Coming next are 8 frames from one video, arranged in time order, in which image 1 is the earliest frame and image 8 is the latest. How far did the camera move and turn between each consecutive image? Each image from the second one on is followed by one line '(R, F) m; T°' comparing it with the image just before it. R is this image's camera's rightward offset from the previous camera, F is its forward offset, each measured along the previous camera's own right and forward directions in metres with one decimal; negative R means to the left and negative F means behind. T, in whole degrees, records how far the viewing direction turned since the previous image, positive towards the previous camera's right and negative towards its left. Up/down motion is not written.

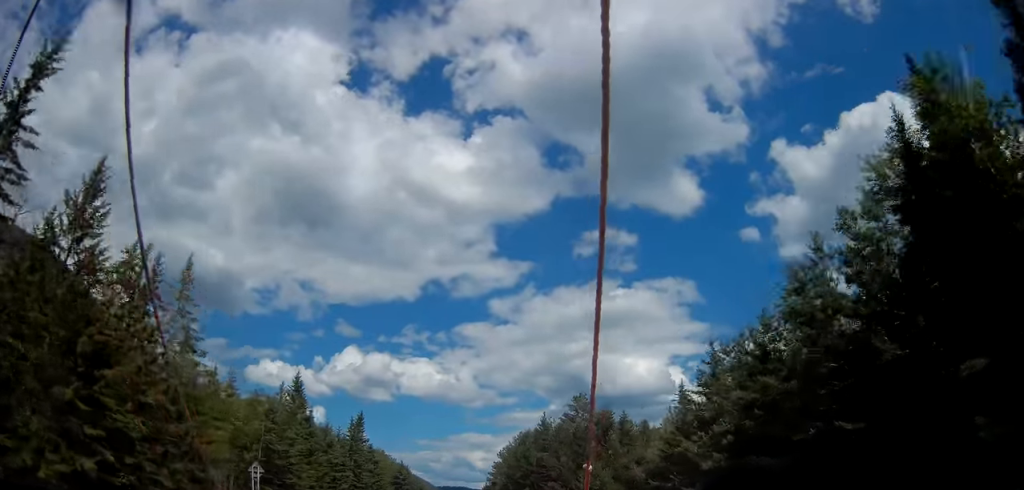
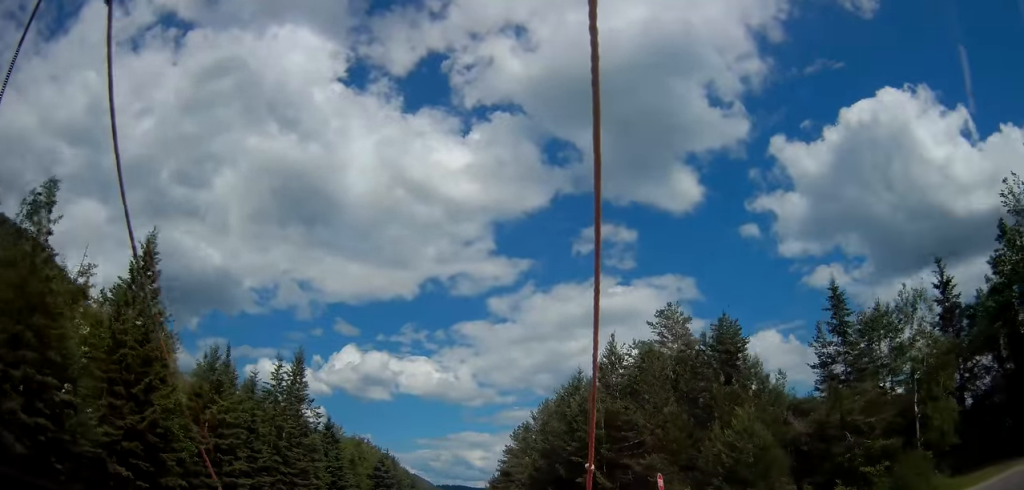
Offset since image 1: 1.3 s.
(+0.3, +34.3) m; 0°
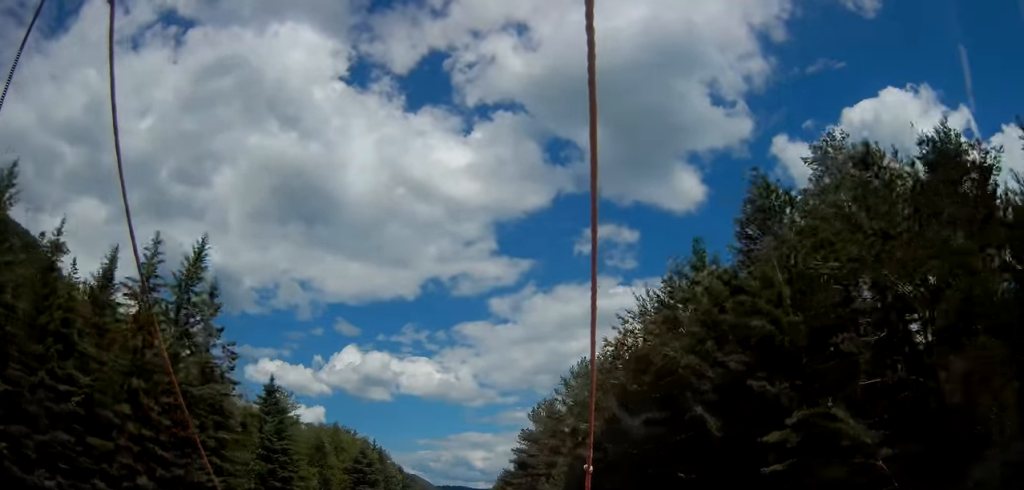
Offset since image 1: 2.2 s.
(0.0, +23.0) m; 0°
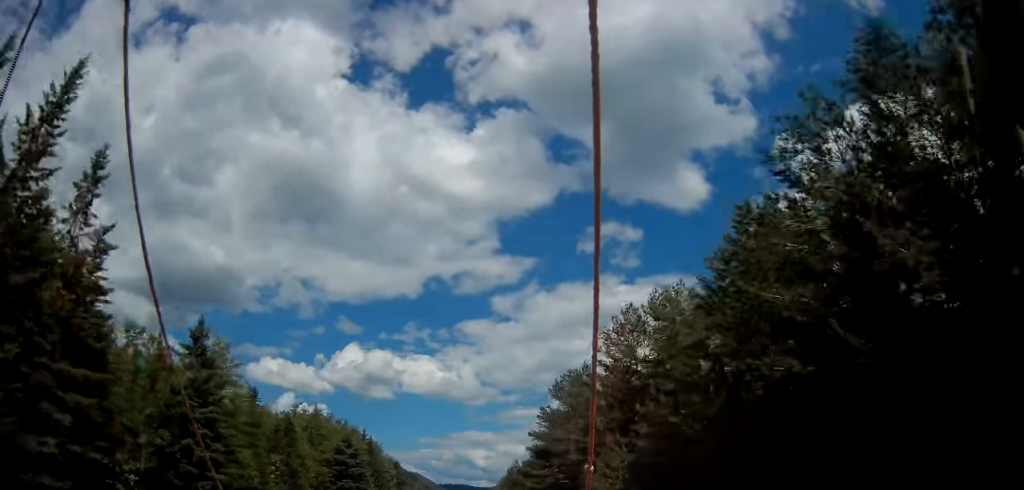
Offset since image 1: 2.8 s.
(0.0, +15.2) m; 0°
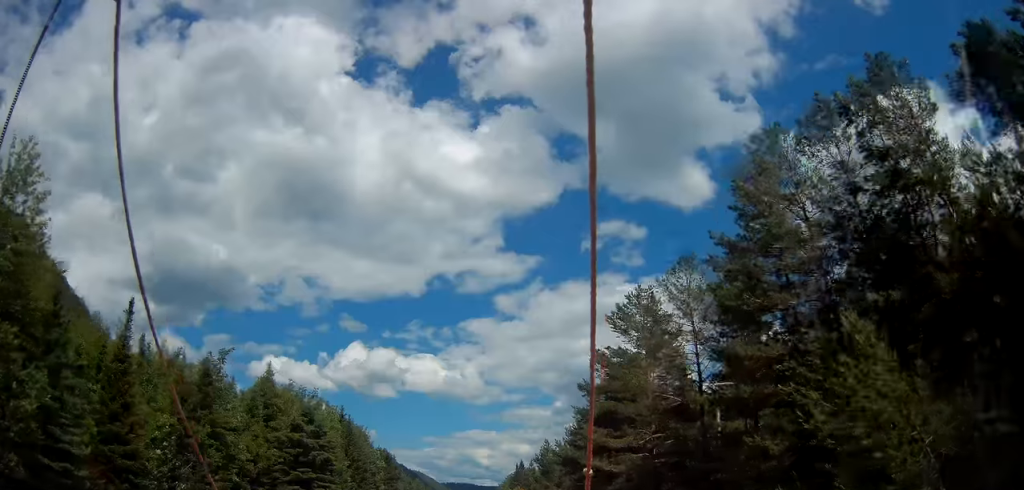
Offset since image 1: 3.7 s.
(0.0, +21.9) m; 0°
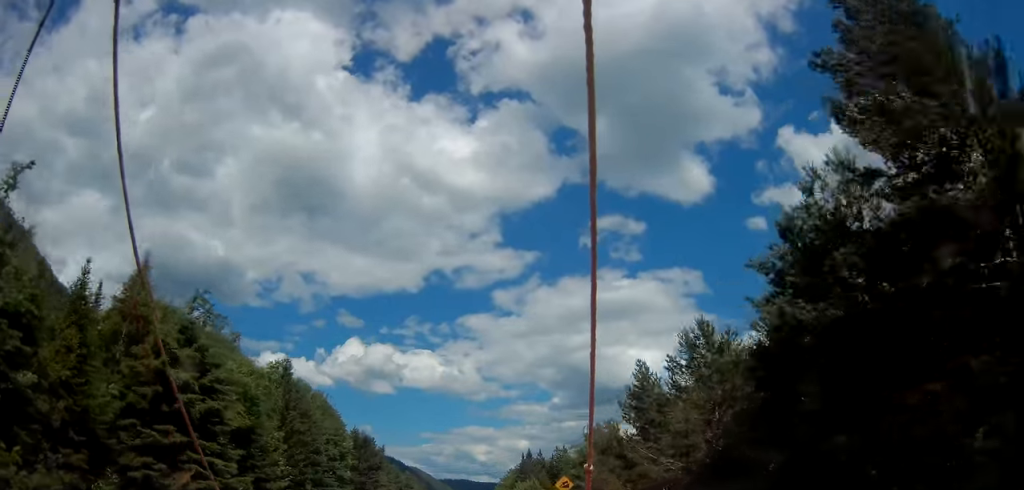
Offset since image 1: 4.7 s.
(-0.1, +26.1) m; -1°
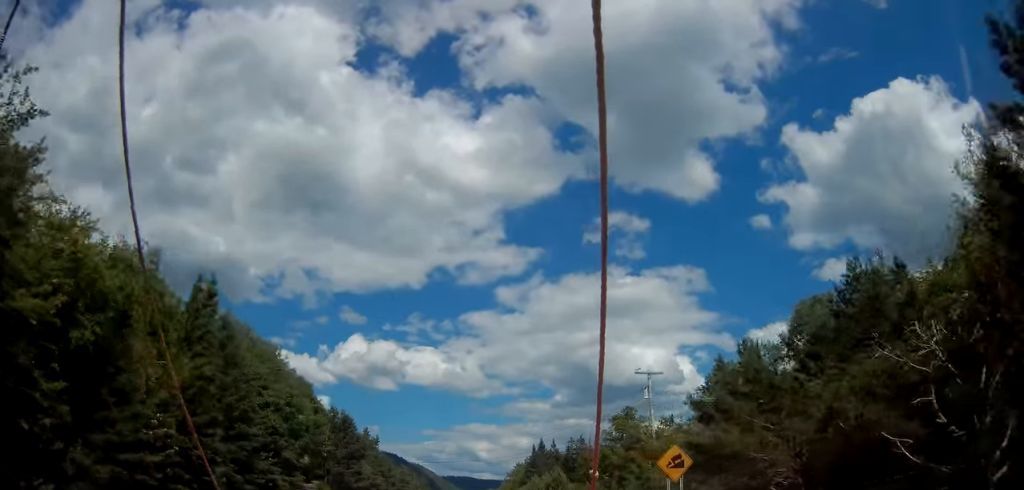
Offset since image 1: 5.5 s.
(-0.3, +19.4) m; 0°
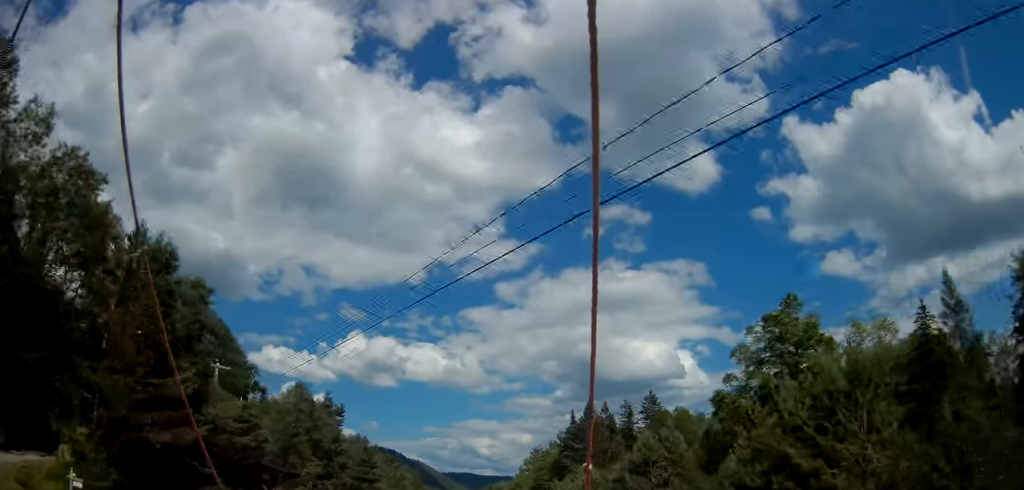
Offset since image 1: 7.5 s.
(+0.8, +51.4) m; +1°
